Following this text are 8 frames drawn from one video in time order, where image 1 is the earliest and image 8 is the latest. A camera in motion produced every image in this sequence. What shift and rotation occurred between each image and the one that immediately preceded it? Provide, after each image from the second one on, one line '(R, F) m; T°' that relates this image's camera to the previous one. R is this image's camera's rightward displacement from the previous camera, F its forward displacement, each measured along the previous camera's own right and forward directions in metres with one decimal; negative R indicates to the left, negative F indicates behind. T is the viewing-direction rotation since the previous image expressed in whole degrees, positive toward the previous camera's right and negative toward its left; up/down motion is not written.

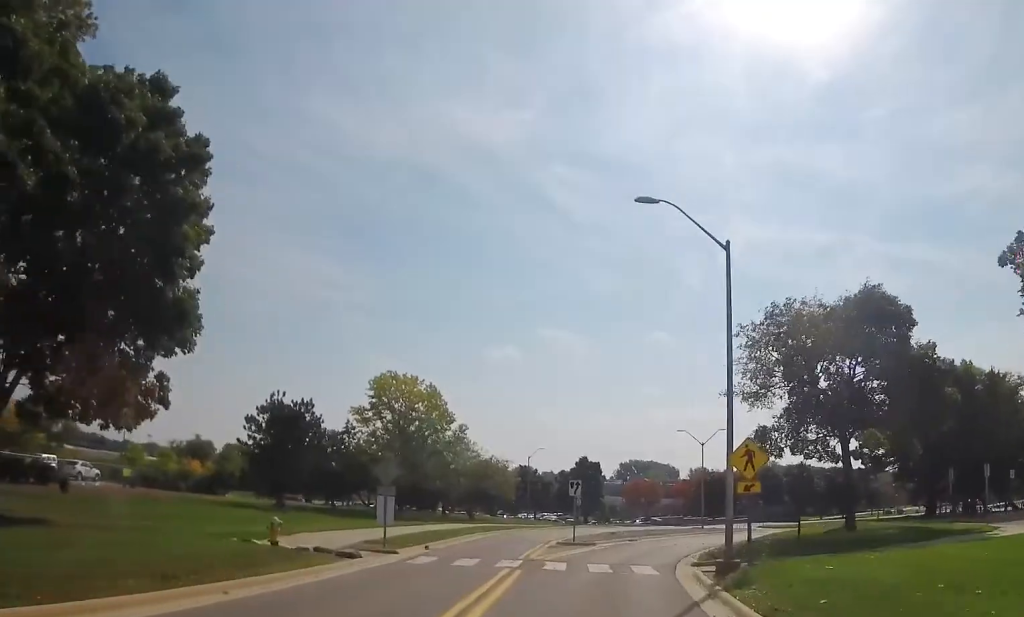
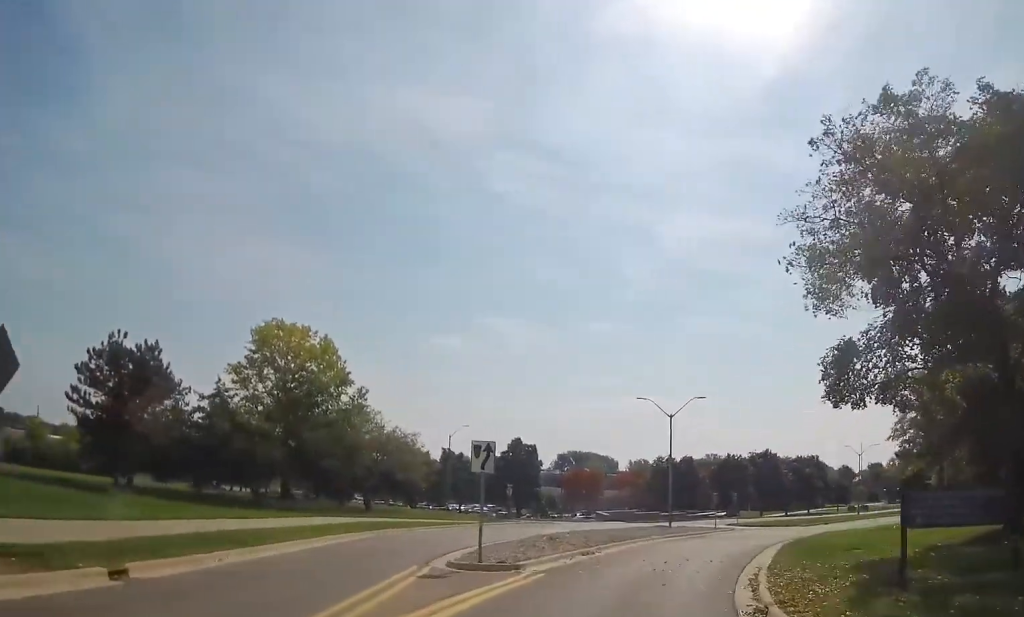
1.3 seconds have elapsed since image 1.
(+0.6, +15.9) m; +5°
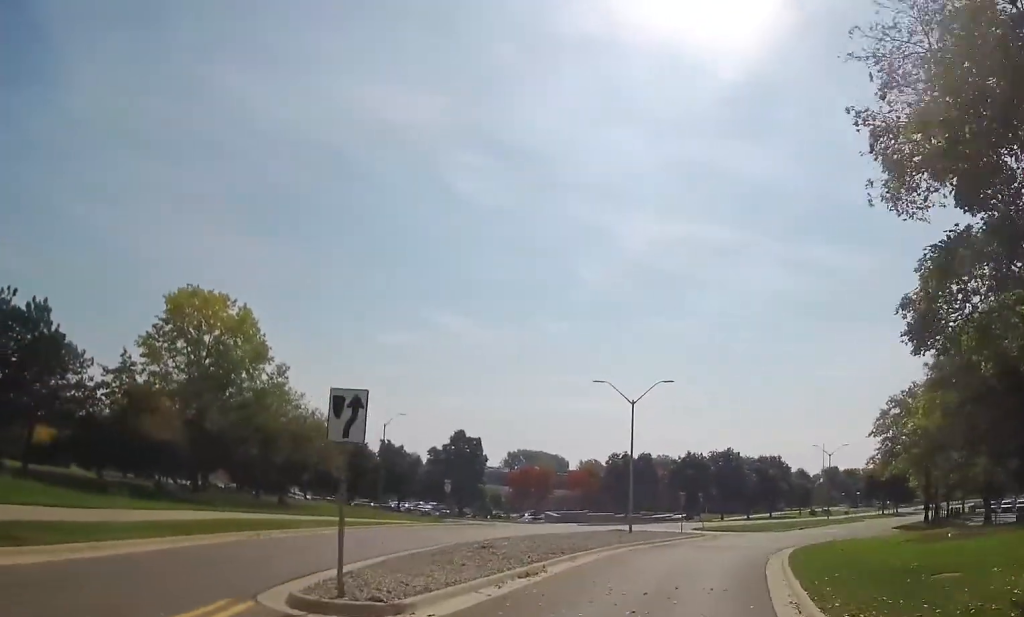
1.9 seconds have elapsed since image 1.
(+0.2, +7.3) m; +3°
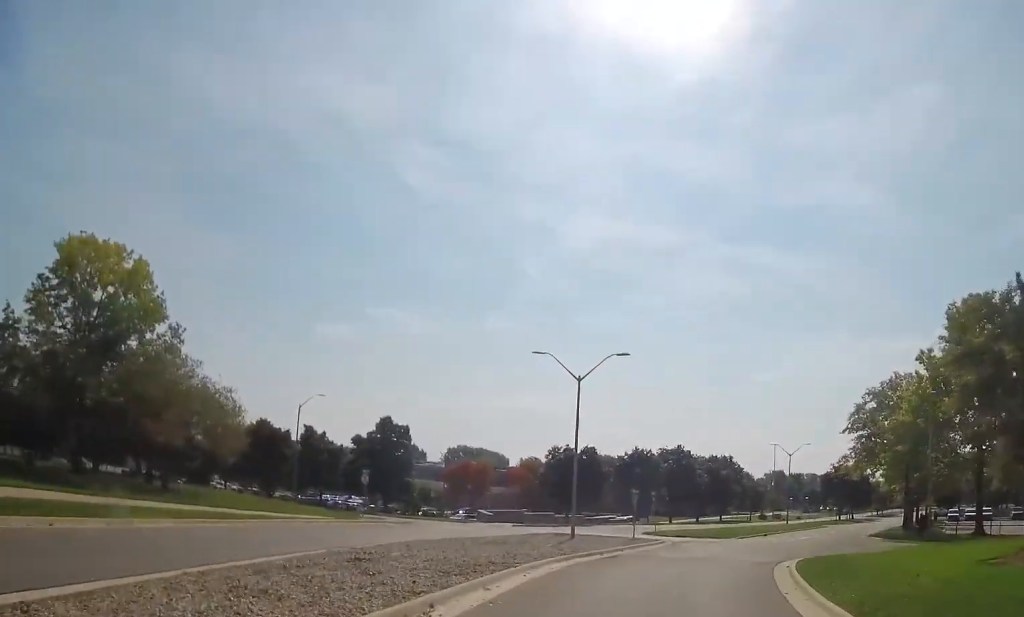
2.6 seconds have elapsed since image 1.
(0.0, +7.7) m; +3°
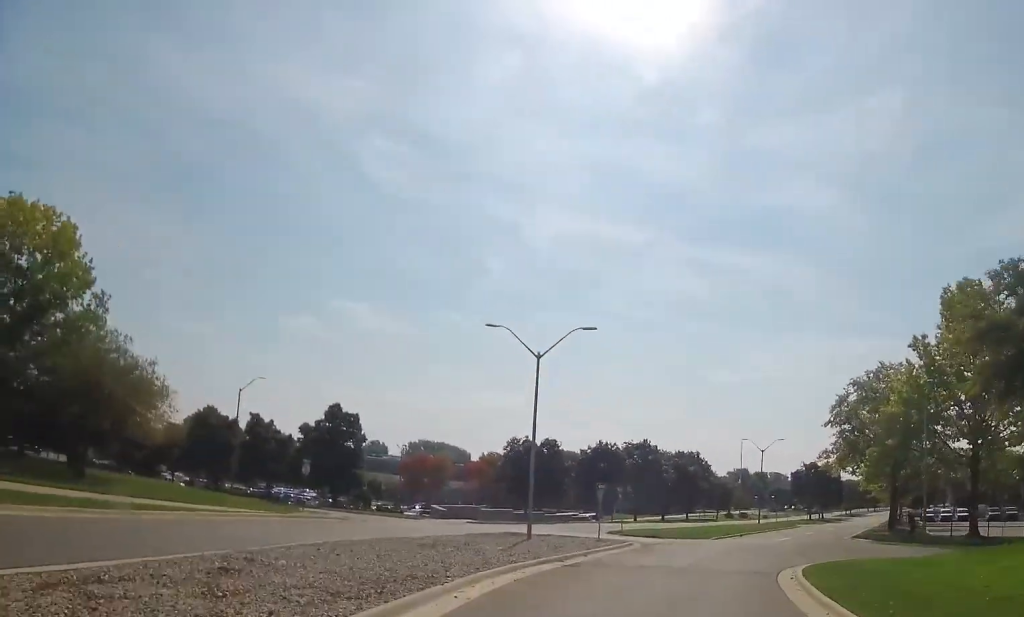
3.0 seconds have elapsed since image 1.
(+0.3, +4.4) m; +3°
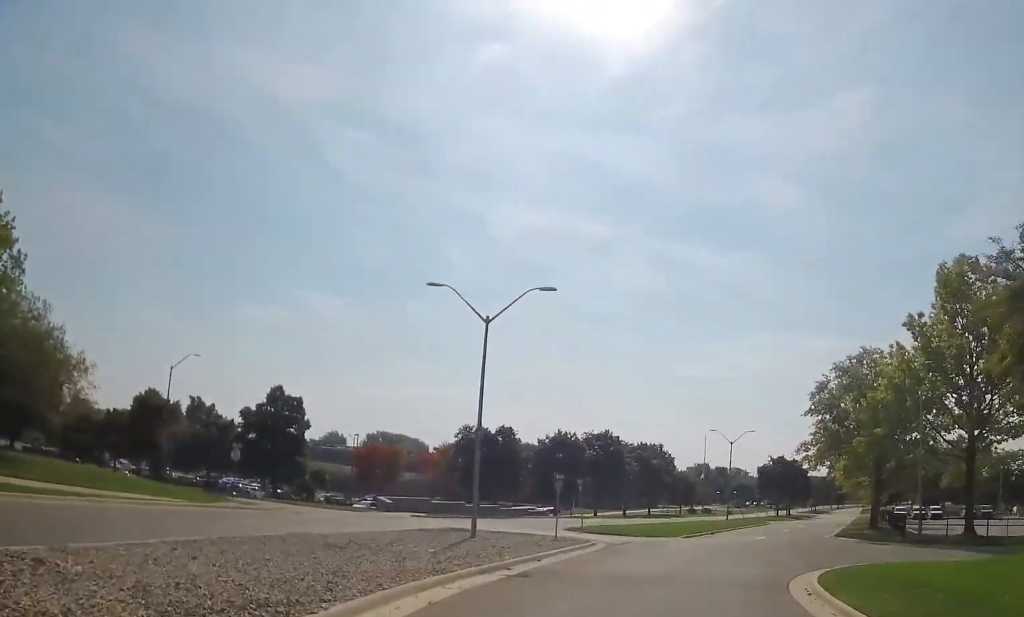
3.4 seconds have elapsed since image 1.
(0.0, +4.6) m; +3°
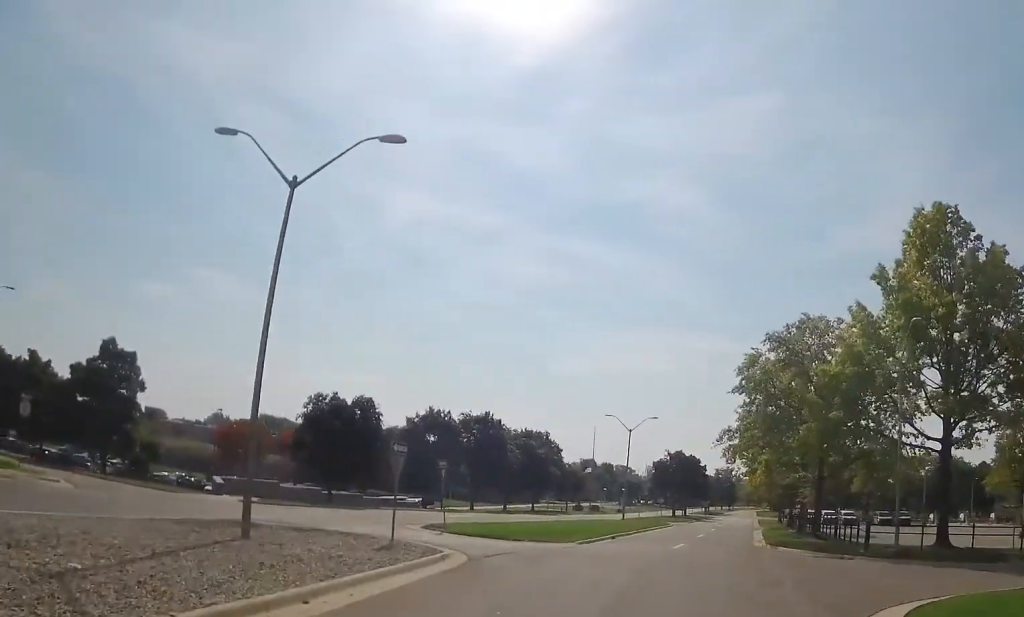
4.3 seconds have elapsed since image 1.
(+0.7, +9.9) m; +9°
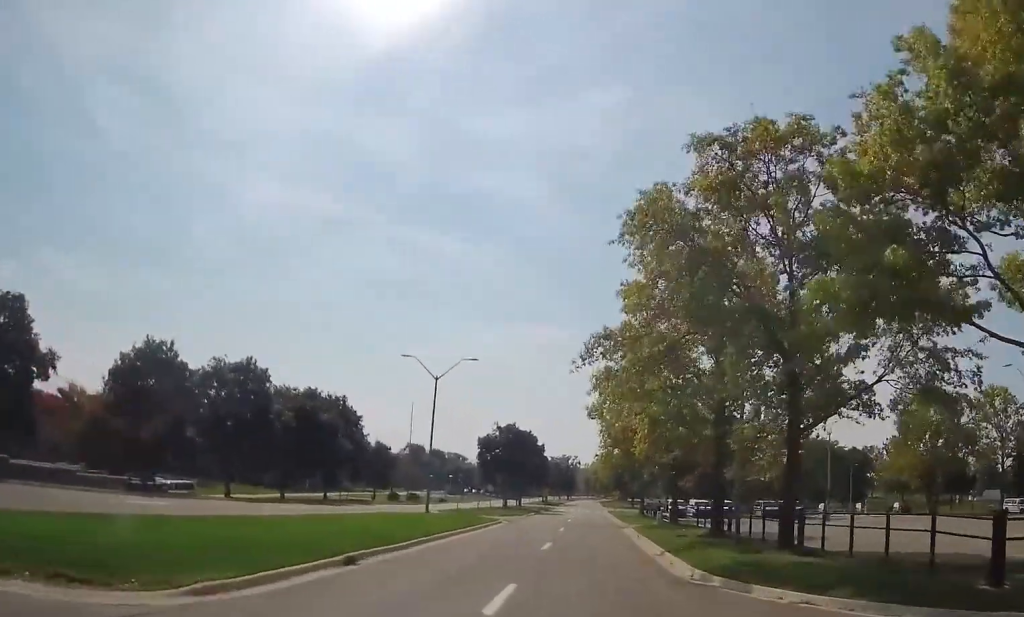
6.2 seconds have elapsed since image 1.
(+4.1, +20.7) m; +19°
